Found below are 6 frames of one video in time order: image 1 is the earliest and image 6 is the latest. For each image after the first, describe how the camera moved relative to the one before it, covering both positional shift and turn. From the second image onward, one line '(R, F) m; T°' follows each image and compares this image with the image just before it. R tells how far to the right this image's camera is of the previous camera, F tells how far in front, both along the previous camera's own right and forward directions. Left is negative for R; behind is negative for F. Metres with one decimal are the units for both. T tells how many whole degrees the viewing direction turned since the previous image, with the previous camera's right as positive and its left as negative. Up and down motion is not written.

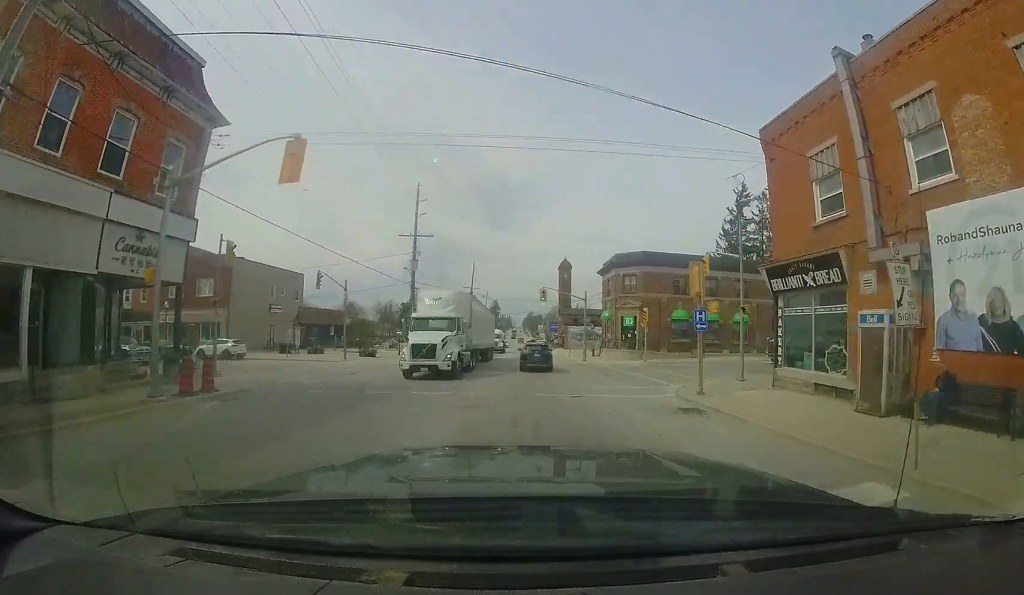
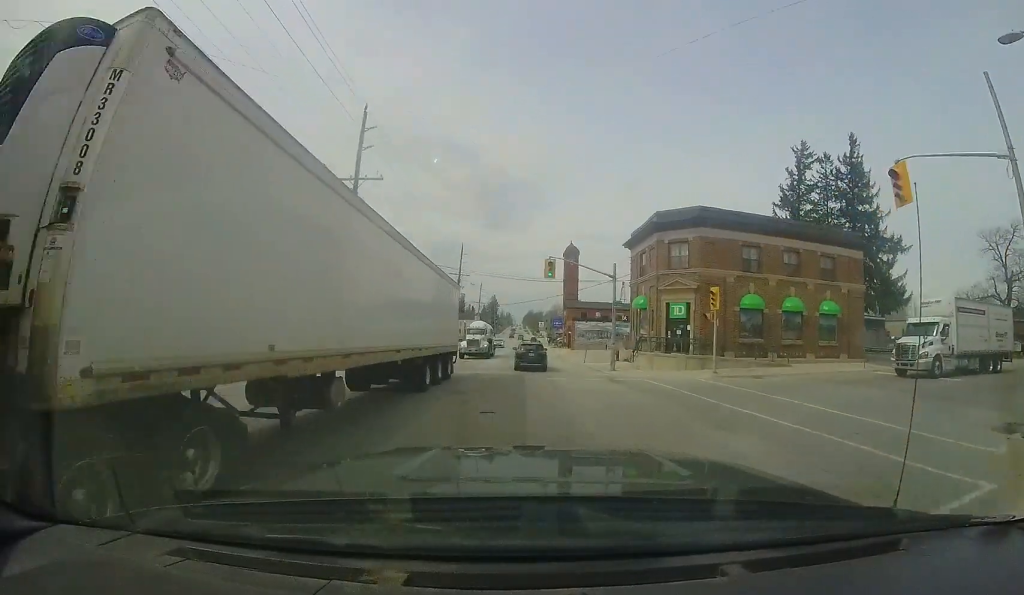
(-0.1, +11.7) m; -1°
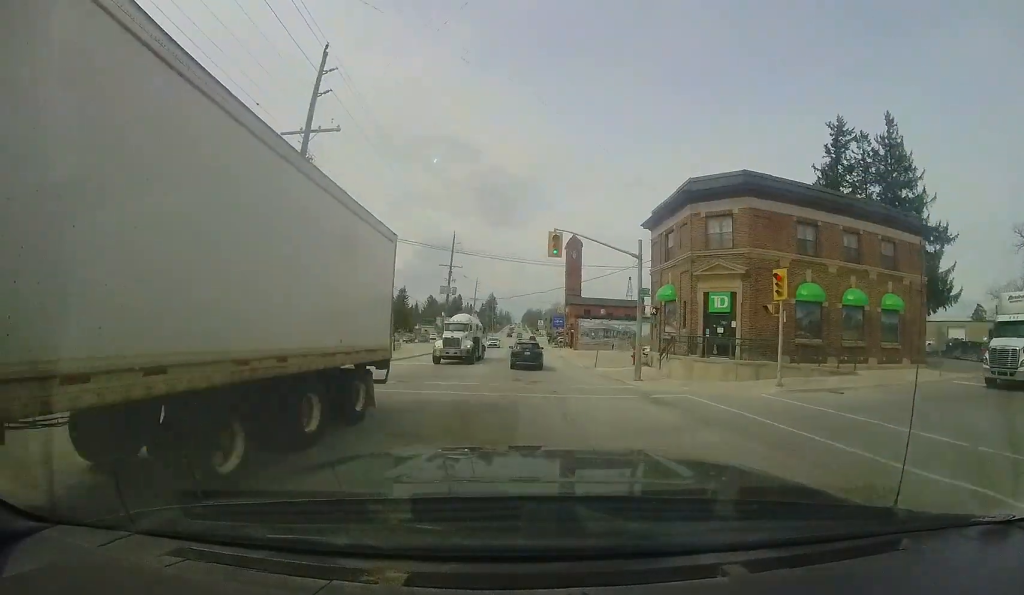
(0.0, +5.3) m; 0°
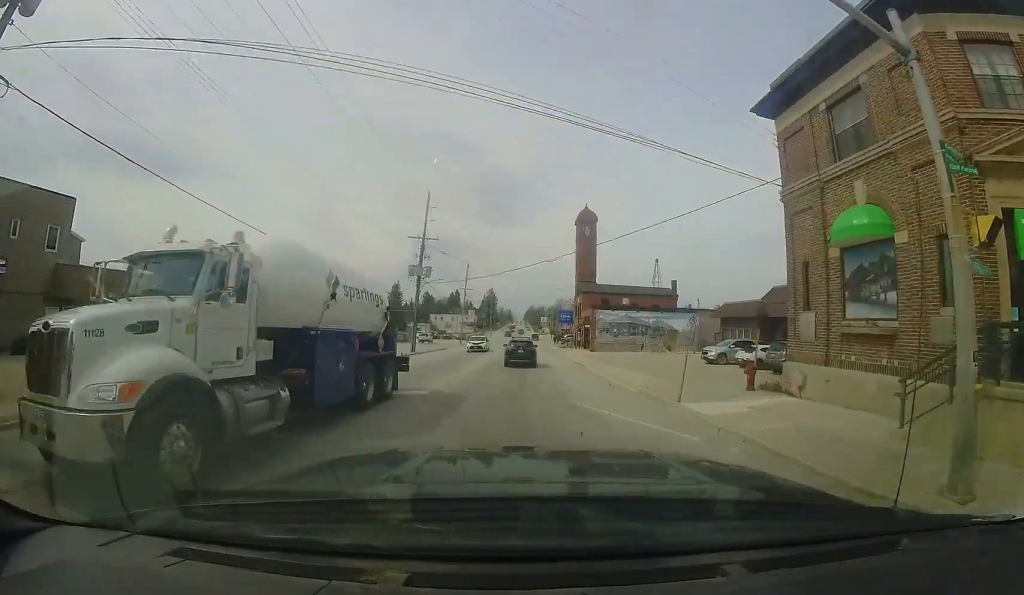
(-0.1, +13.4) m; -2°
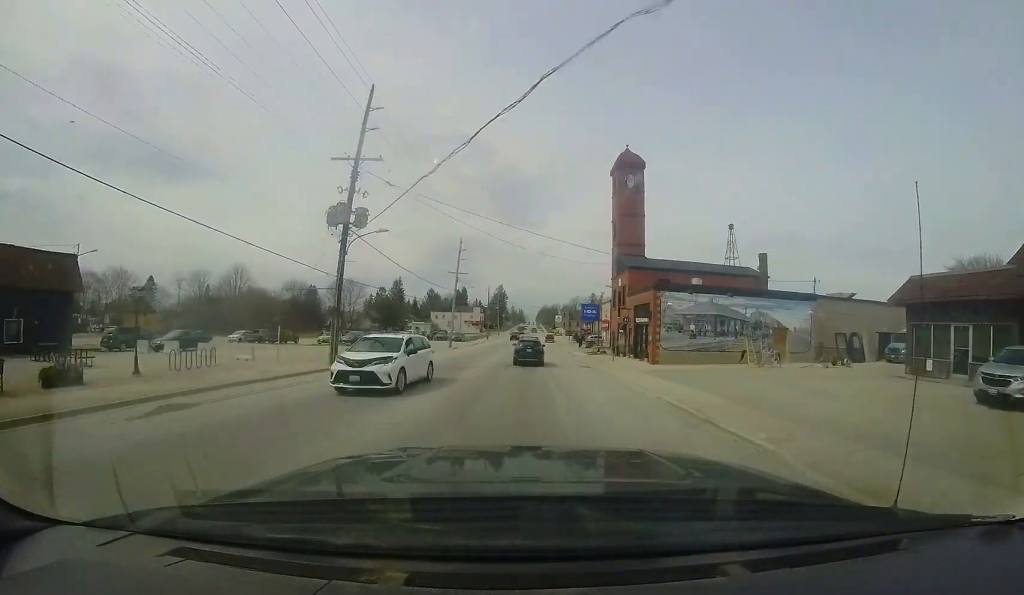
(-0.9, +17.3) m; -3°
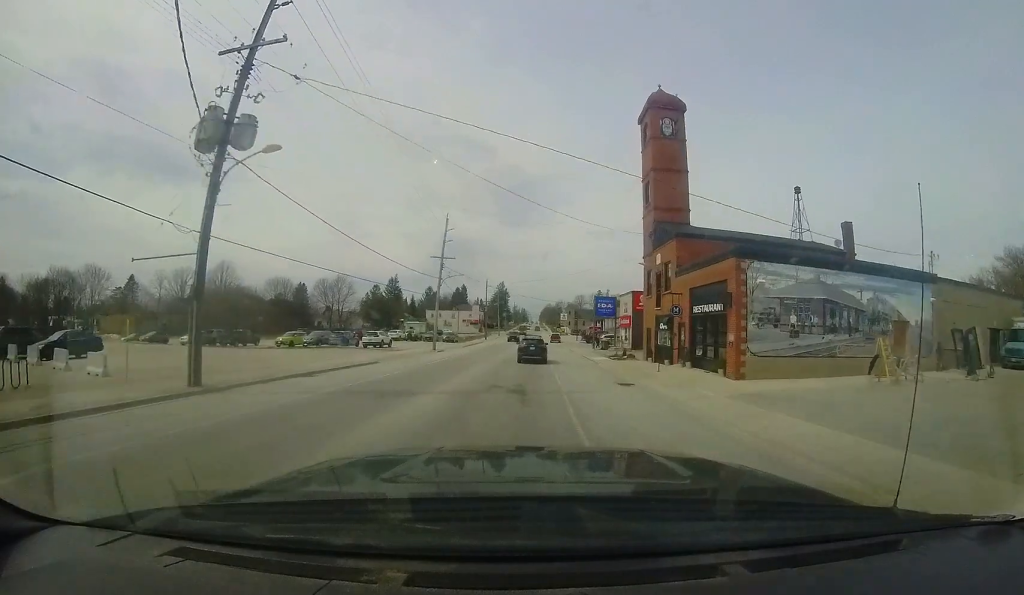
(+0.1, +9.6) m; +2°
